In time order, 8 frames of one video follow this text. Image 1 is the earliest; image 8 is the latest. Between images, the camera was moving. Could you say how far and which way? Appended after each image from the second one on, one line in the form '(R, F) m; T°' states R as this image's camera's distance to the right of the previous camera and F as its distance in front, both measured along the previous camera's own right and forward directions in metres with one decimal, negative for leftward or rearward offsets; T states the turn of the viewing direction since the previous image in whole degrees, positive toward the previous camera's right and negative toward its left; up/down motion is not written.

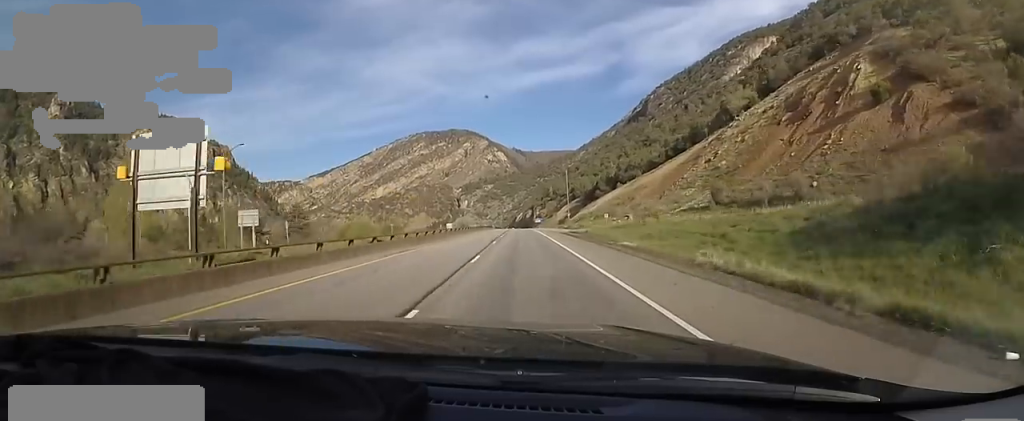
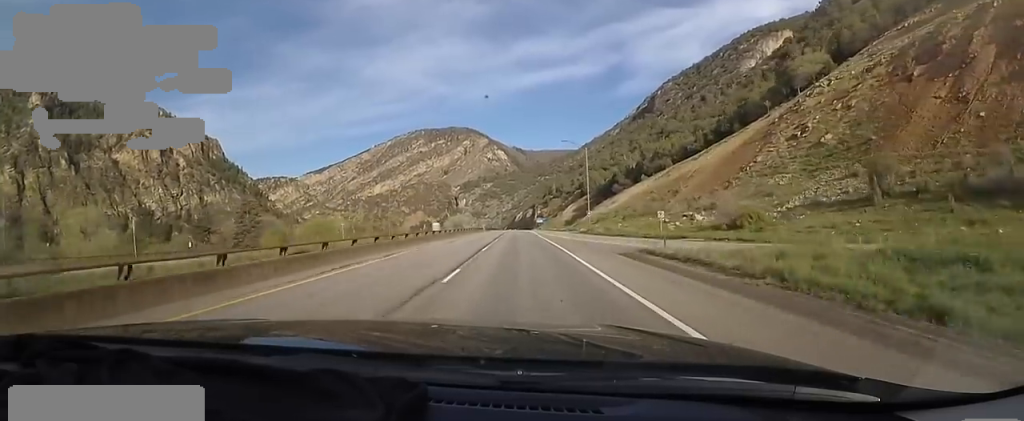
(-0.4, +30.1) m; -1°
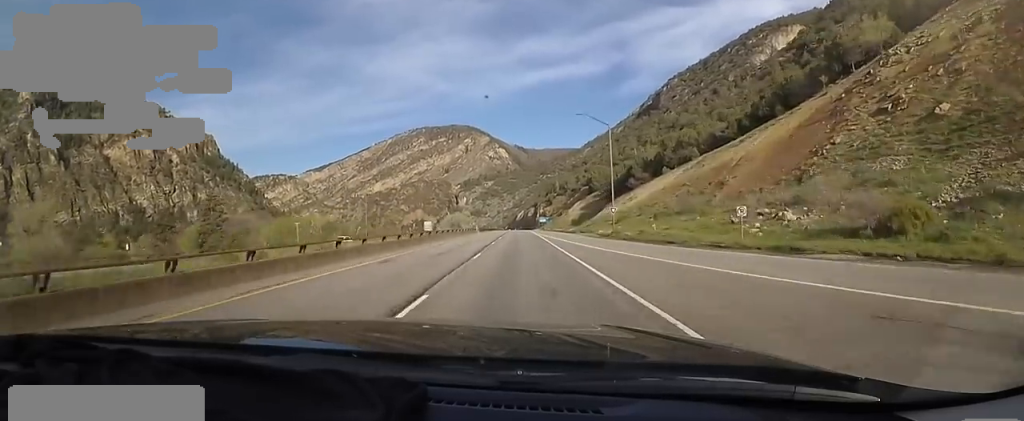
(-0.1, +17.2) m; 0°
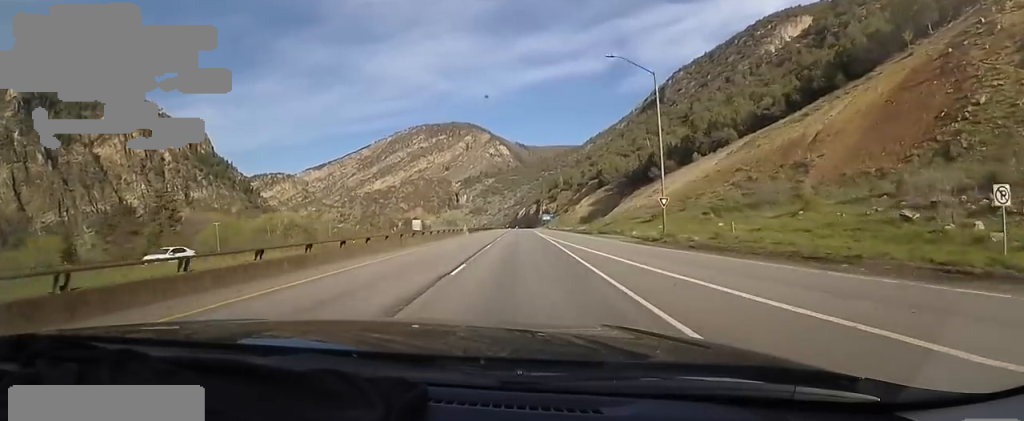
(-0.1, +18.0) m; 0°
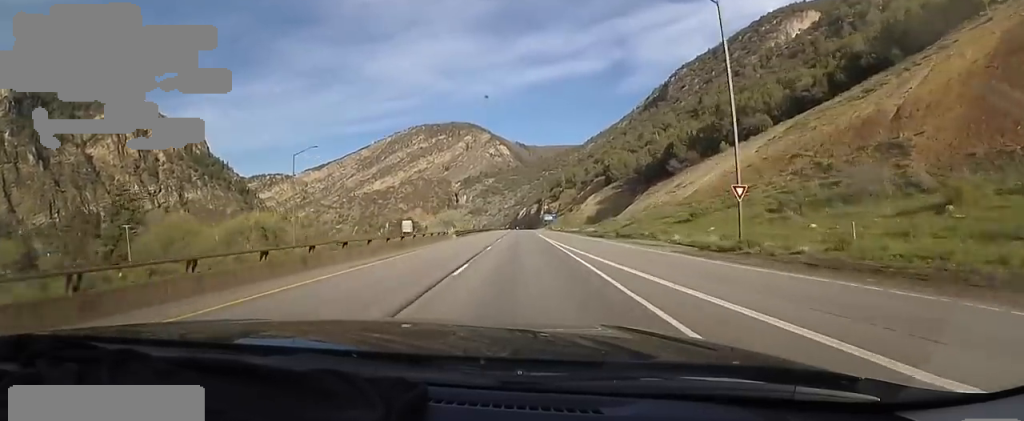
(+0.1, +12.0) m; 0°
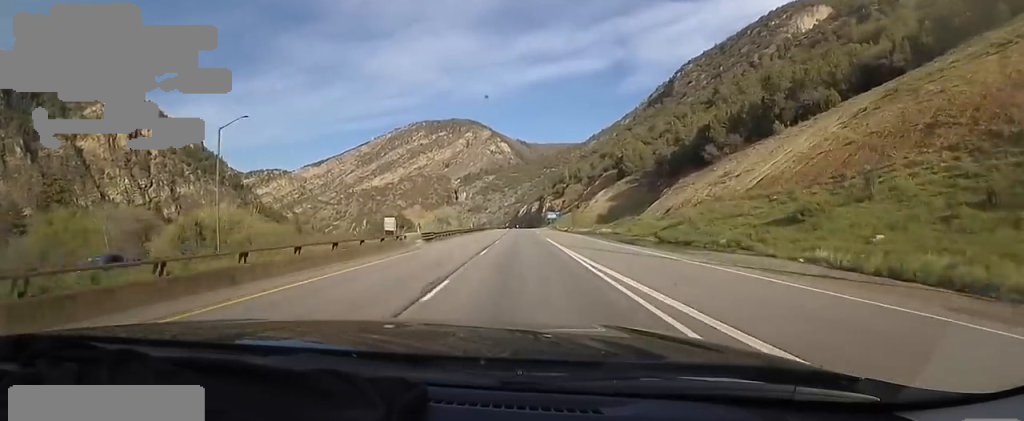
(0.0, +16.2) m; -1°
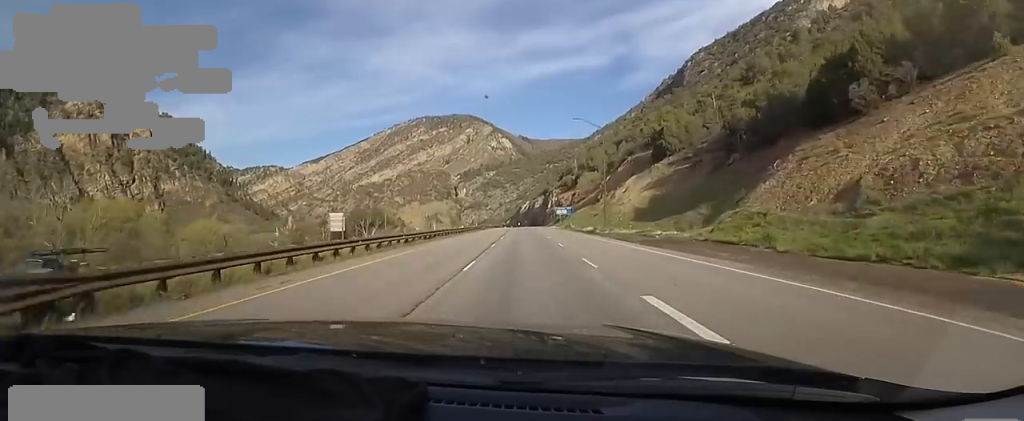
(-1.1, +31.5) m; -2°
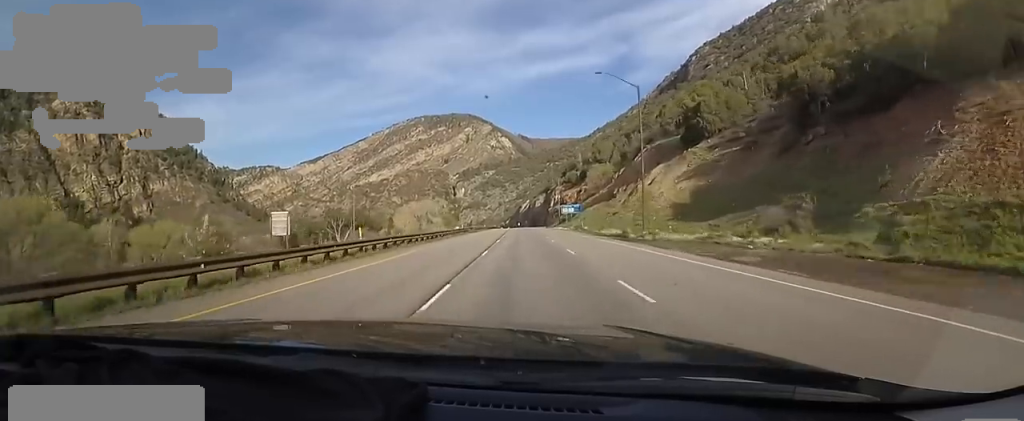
(-0.2, +17.9) m; +1°
